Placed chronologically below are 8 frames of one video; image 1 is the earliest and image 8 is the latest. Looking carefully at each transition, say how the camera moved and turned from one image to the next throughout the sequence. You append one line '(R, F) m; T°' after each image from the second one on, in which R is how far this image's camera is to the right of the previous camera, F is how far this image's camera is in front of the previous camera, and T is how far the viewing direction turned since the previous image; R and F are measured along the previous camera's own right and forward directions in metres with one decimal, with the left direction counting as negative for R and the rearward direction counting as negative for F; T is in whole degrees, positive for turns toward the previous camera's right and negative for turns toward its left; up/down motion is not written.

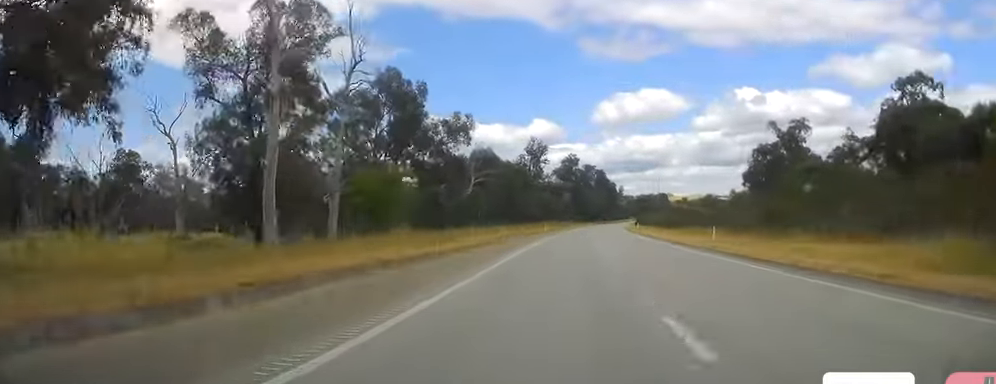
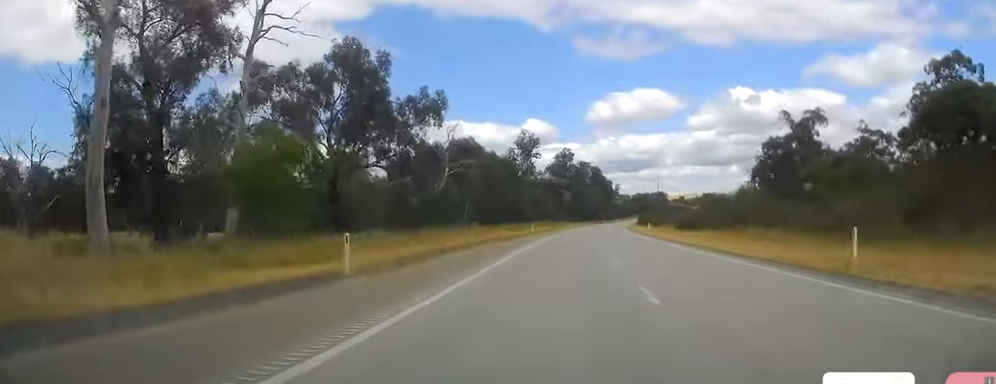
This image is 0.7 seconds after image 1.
(-0.1, +19.2) m; +1°
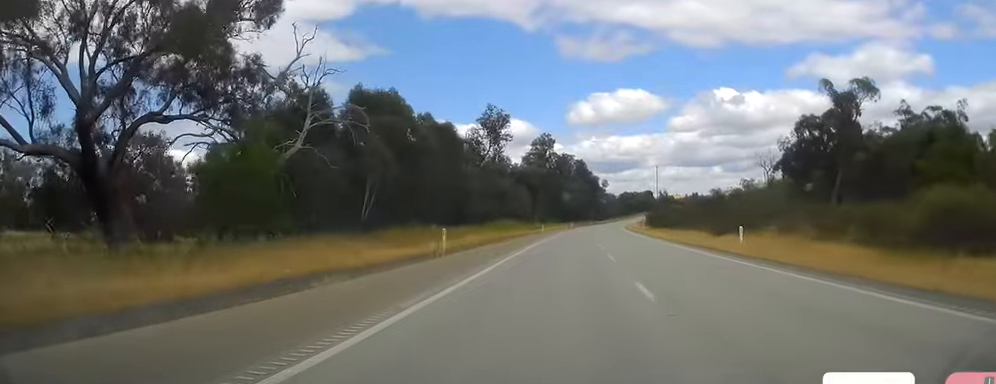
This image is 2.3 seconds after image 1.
(+0.9, +47.3) m; +2°
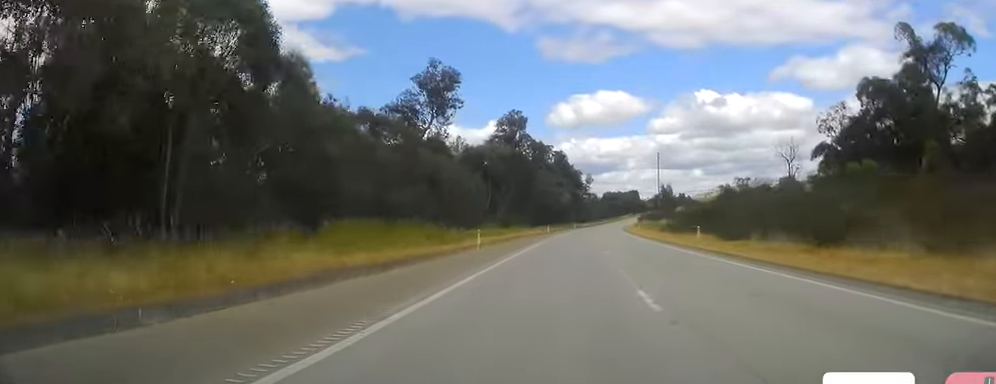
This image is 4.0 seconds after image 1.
(+1.1, +49.3) m; +1°
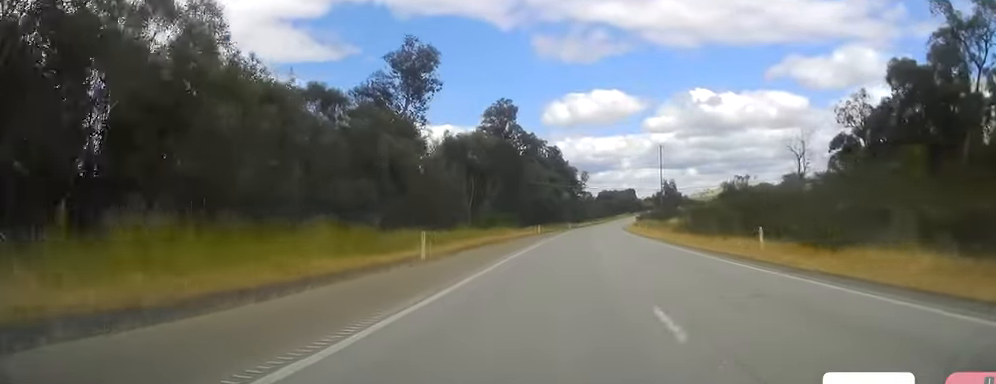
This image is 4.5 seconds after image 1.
(-0.2, +14.5) m; 0°
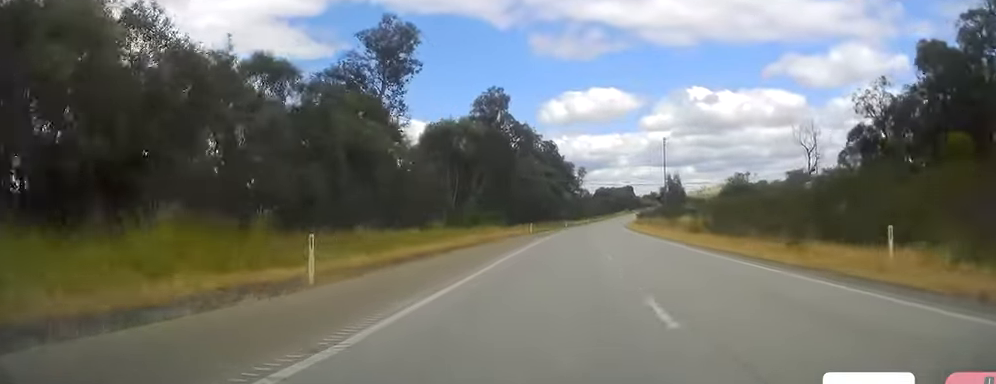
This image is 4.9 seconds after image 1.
(+0.2, +11.6) m; 0°
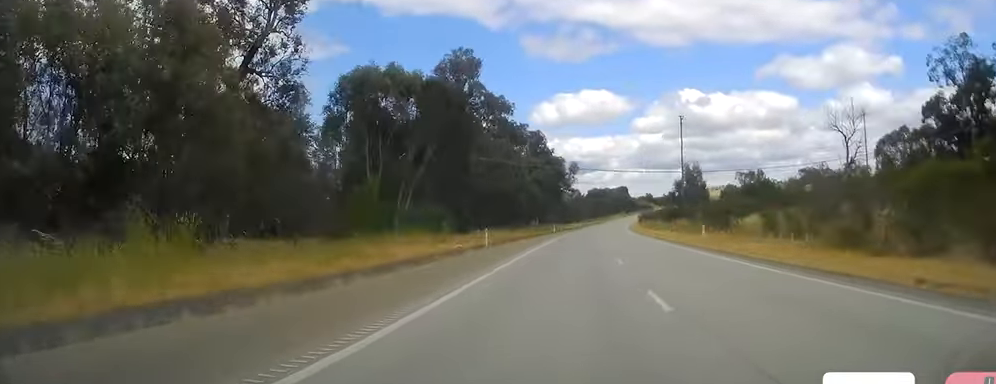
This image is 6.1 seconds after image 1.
(+0.3, +33.7) m; +1°
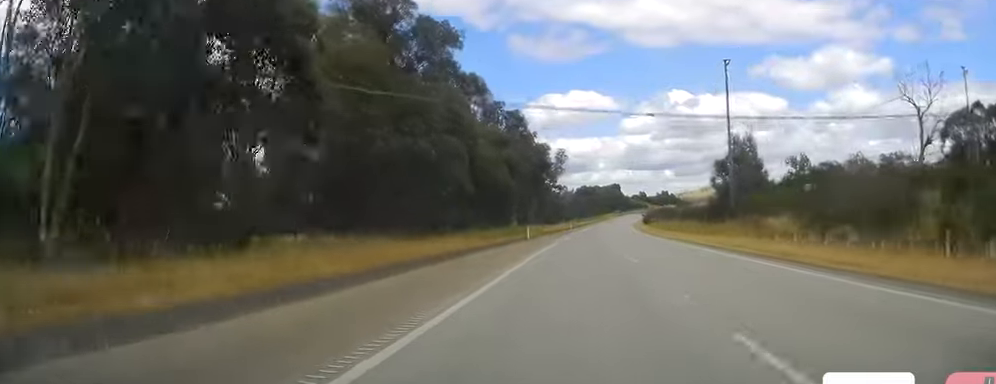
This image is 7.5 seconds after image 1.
(+0.6, +41.3) m; 0°
